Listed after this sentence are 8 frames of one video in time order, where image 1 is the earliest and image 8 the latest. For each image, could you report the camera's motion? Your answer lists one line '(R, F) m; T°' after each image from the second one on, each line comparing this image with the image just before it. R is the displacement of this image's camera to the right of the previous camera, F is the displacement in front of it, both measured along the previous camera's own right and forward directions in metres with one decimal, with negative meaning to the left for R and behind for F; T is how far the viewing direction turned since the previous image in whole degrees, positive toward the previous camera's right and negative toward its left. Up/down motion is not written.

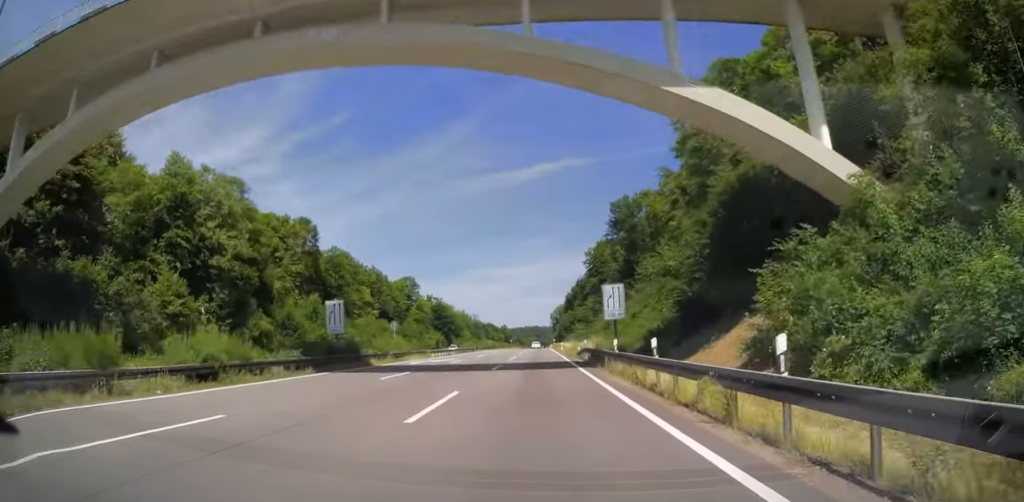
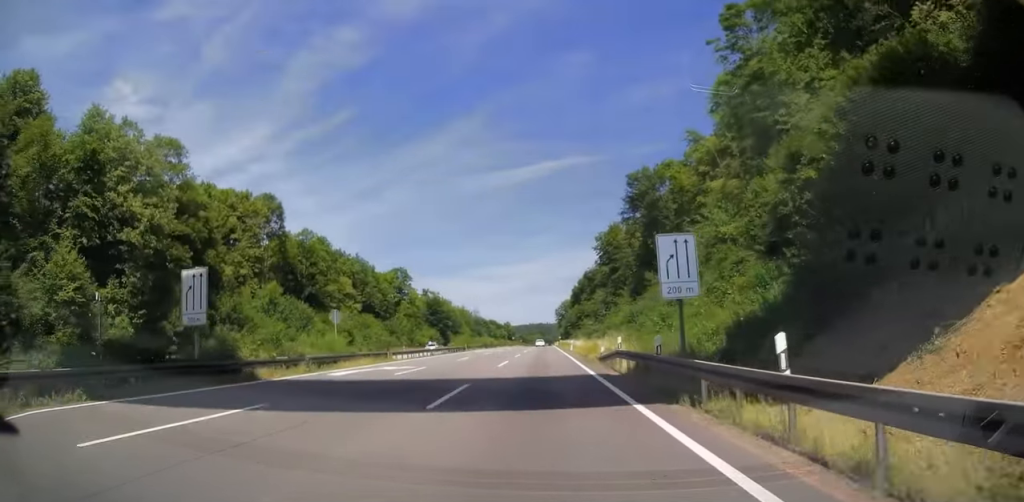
(0.0, +16.0) m; 0°
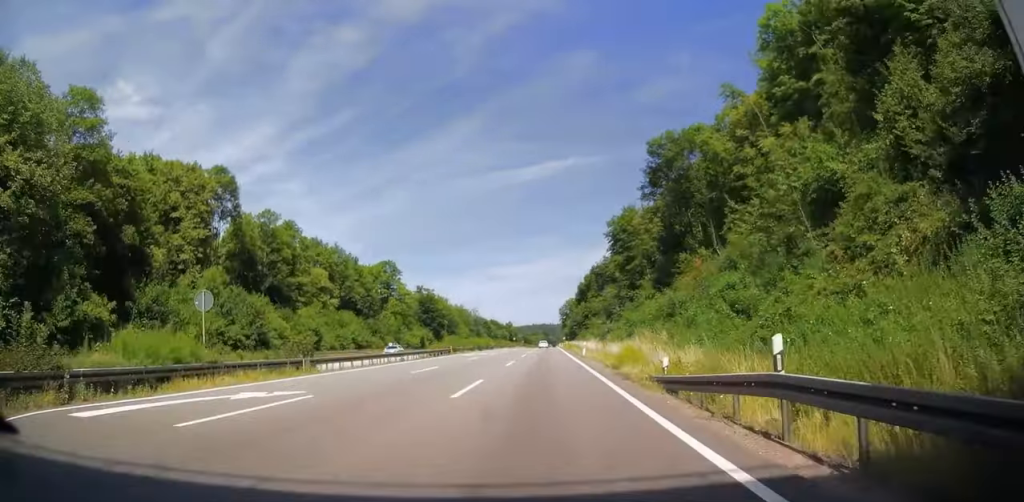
(-0.1, +15.5) m; 0°
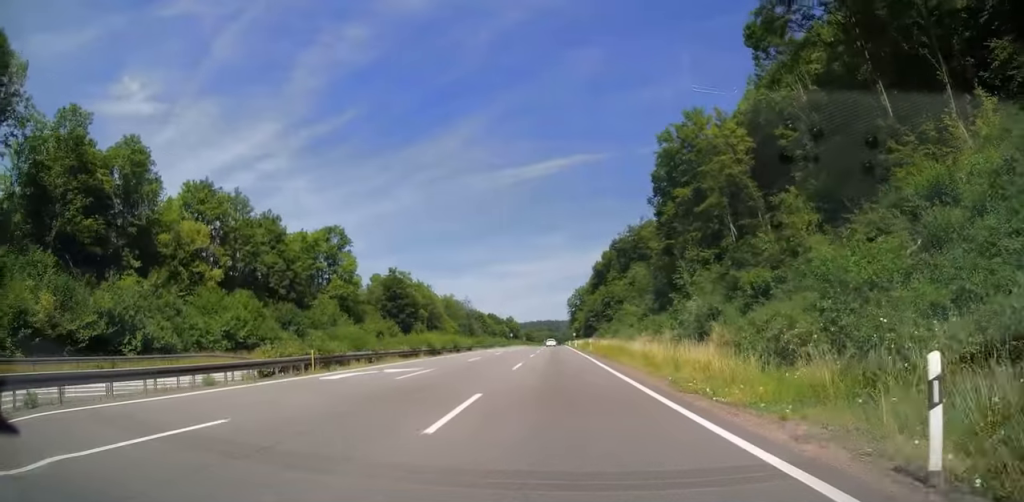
(-0.3, +41.6) m; -1°
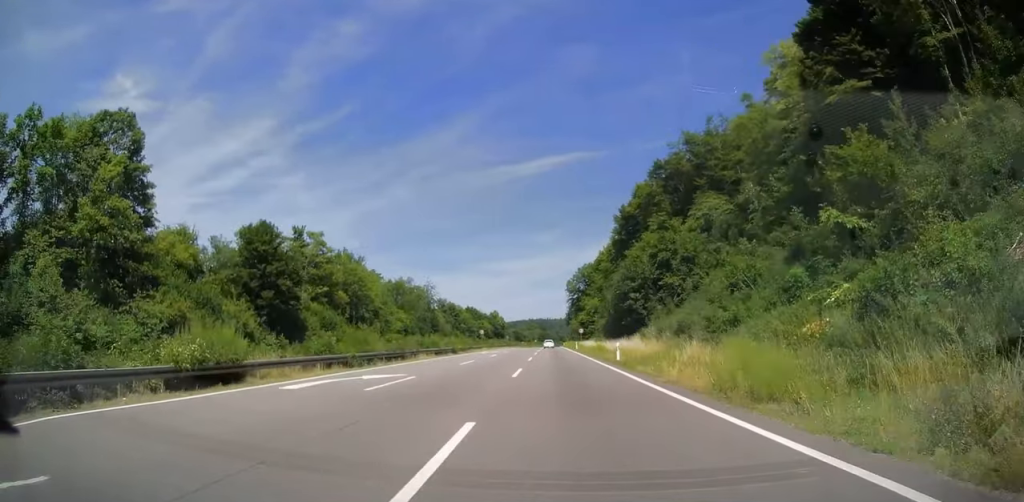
(-0.1, +59.0) m; 0°
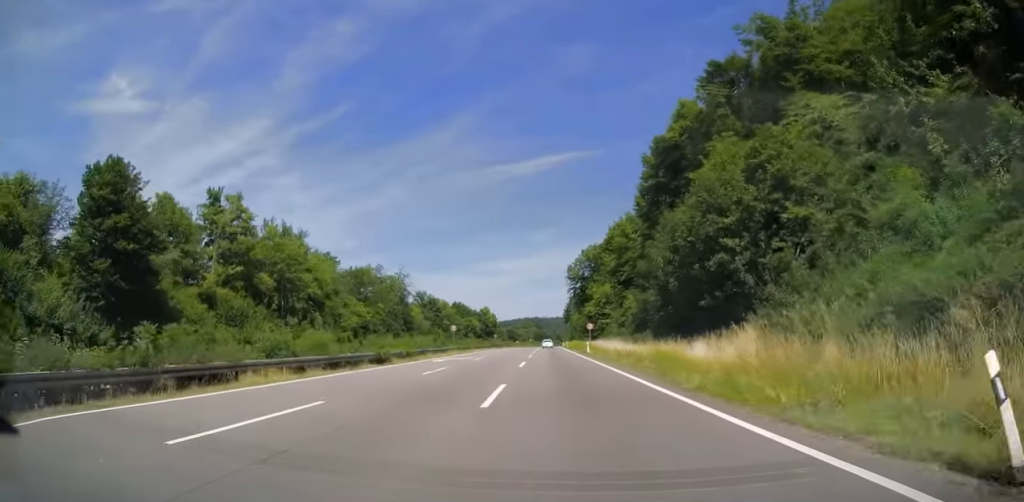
(0.0, +27.7) m; 0°
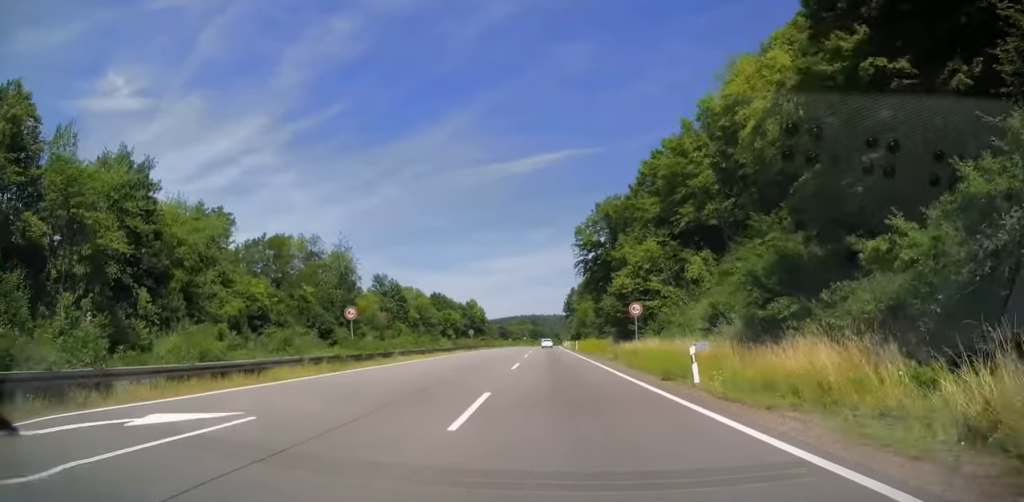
(+0.3, +39.1) m; +1°
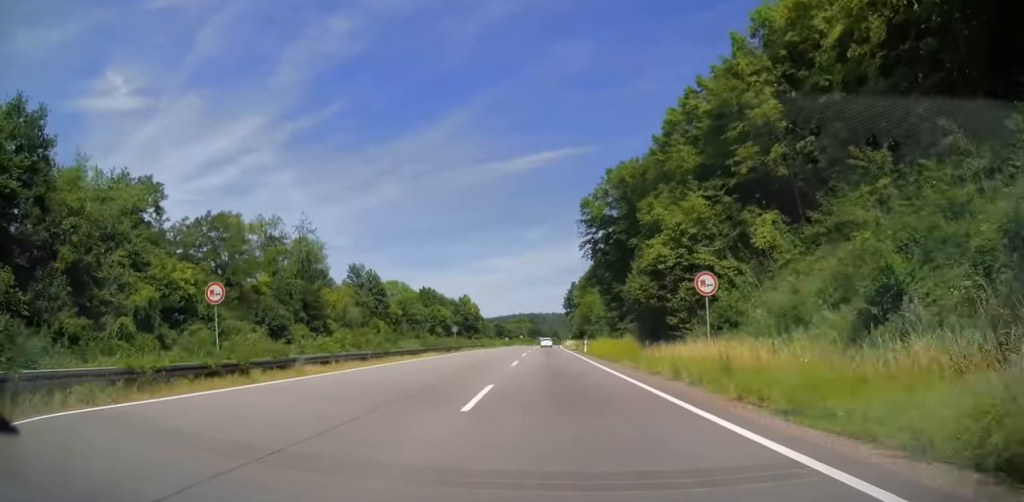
(0.0, +15.6) m; 0°
